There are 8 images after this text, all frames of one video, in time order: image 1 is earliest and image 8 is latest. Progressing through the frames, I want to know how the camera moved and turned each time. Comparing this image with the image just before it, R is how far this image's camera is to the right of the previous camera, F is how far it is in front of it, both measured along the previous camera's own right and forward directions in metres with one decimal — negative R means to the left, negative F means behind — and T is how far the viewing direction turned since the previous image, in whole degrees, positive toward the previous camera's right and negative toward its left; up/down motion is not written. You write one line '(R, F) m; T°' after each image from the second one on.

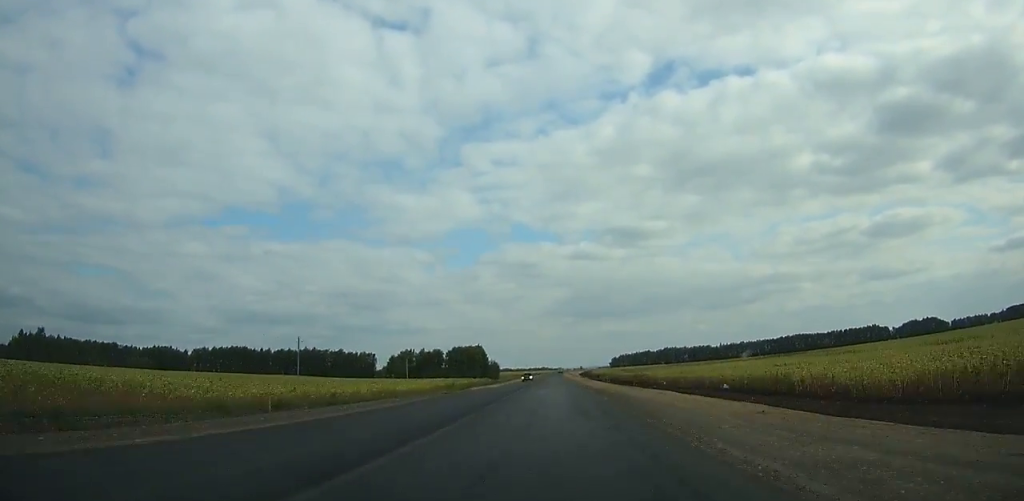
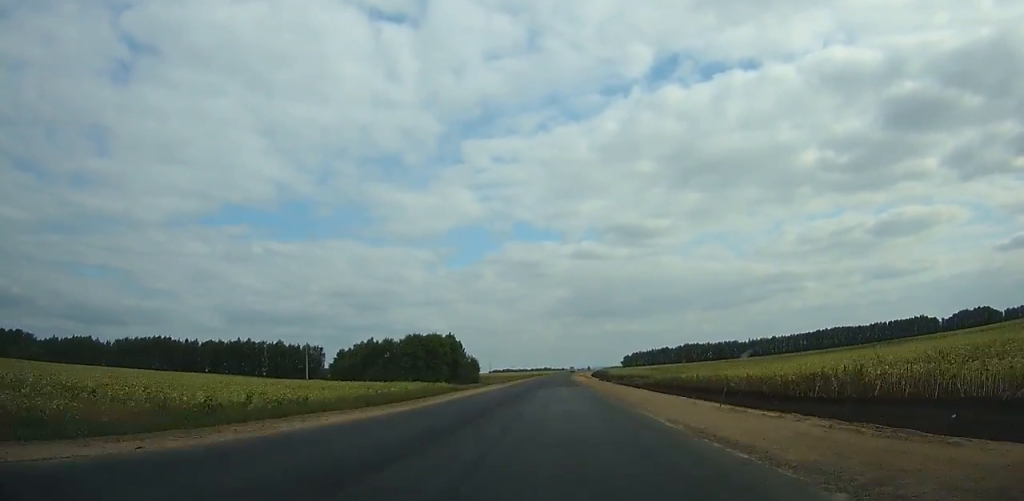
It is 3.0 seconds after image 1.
(-0.1, +79.3) m; 0°
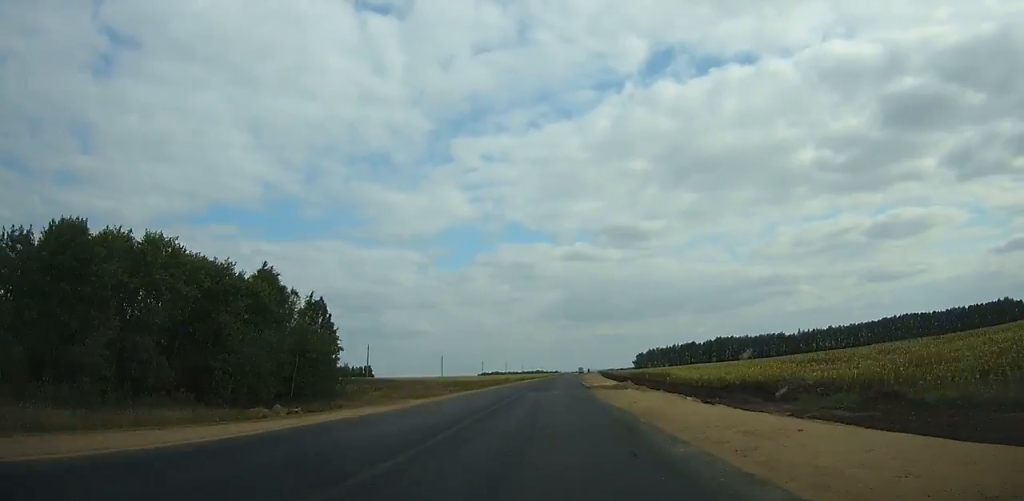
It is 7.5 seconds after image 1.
(+0.1, +119.3) m; 0°
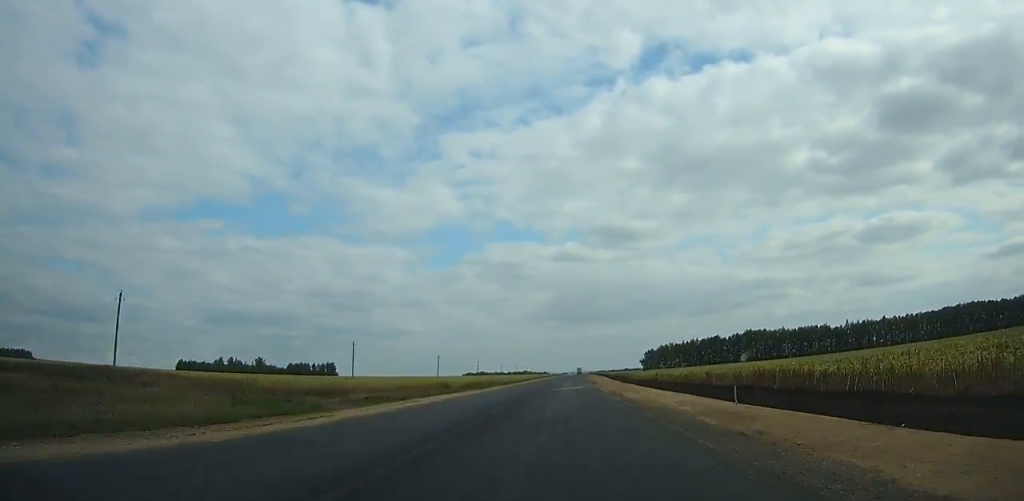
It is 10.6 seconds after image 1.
(+0.5, +81.9) m; +1°
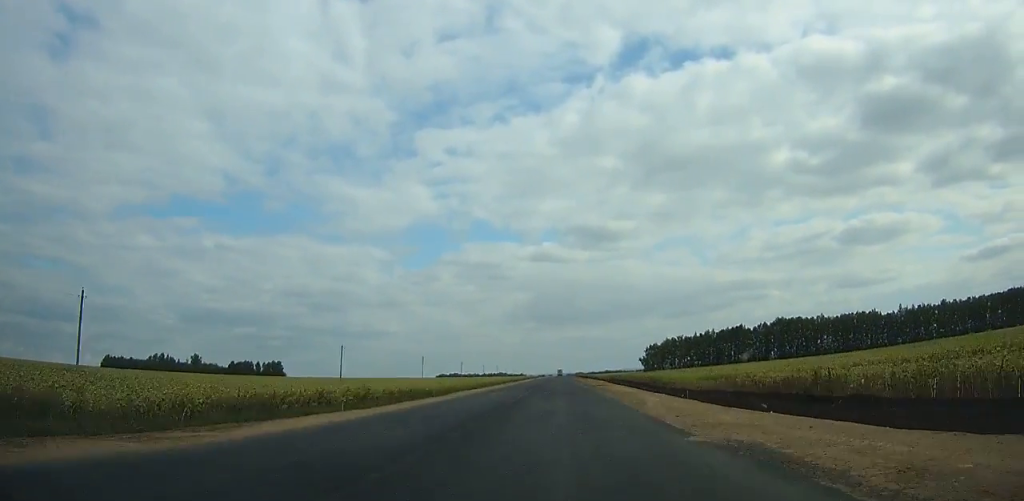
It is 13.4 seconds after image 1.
(+1.0, +73.3) m; +1°
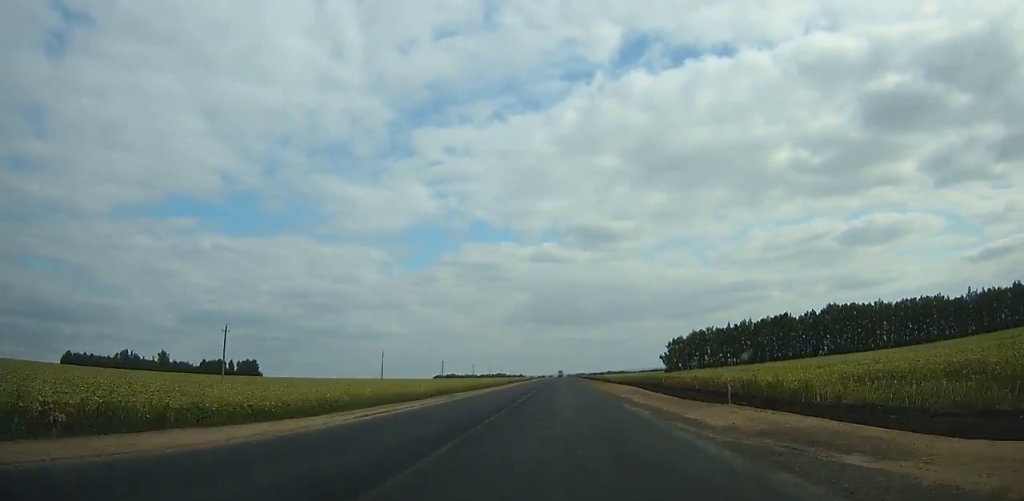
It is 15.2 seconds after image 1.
(+0.4, +46.9) m; +1°
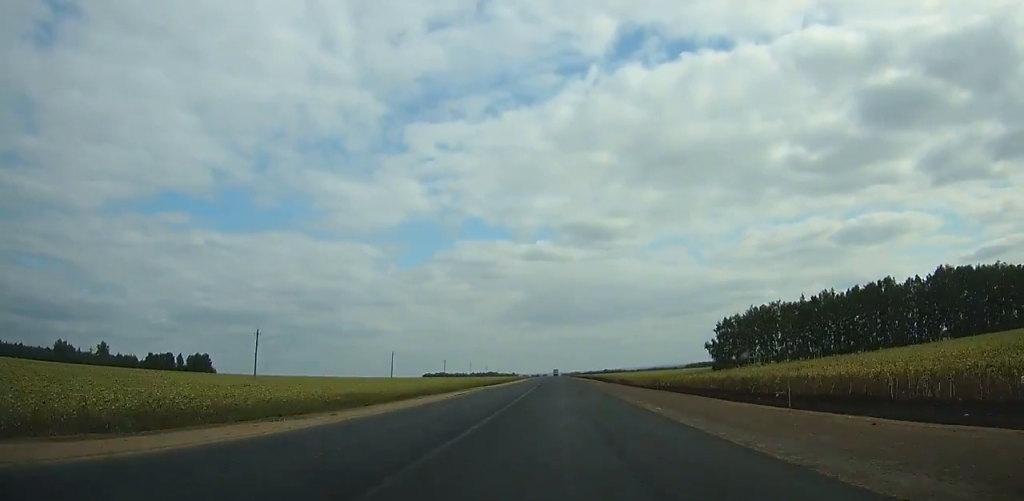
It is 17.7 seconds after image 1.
(+0.4, +64.7) m; +1°
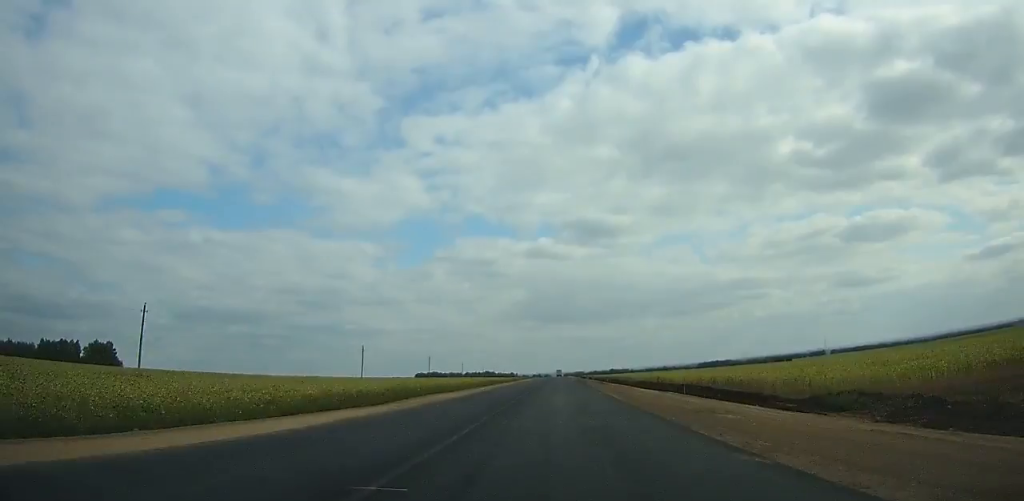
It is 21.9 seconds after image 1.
(+0.3, +107.9) m; 0°
